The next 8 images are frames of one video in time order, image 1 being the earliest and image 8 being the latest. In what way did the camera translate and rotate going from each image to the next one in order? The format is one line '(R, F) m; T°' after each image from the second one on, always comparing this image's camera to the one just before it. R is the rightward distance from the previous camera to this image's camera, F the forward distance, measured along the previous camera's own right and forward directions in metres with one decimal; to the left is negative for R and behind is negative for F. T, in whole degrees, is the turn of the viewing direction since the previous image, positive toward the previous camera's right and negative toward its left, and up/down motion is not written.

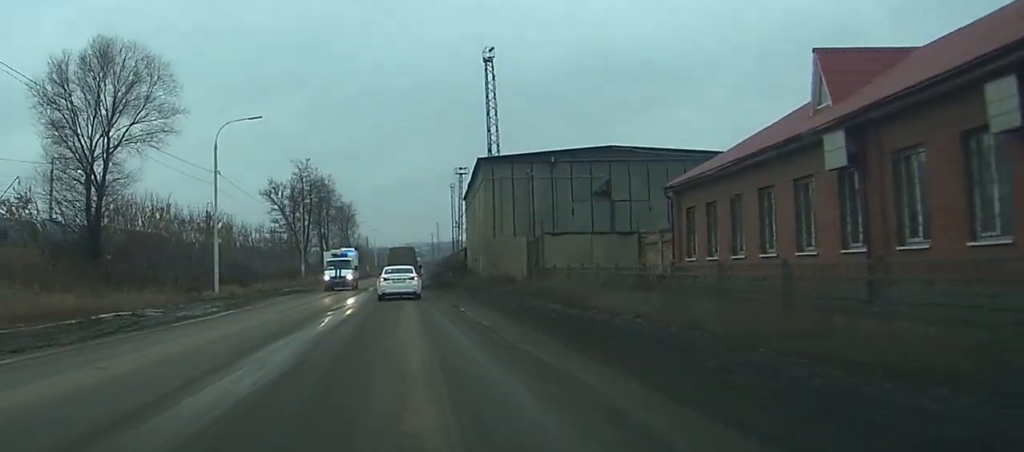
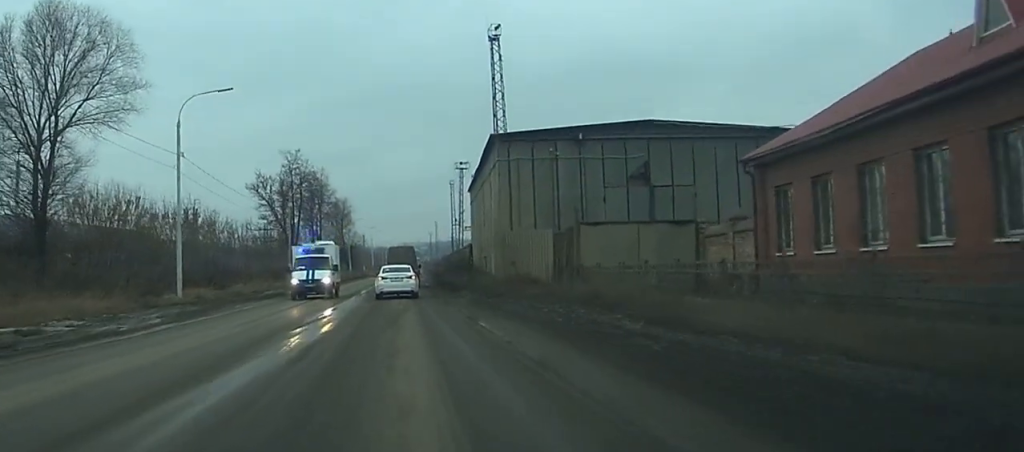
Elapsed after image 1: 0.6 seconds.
(0.0, +7.8) m; 0°
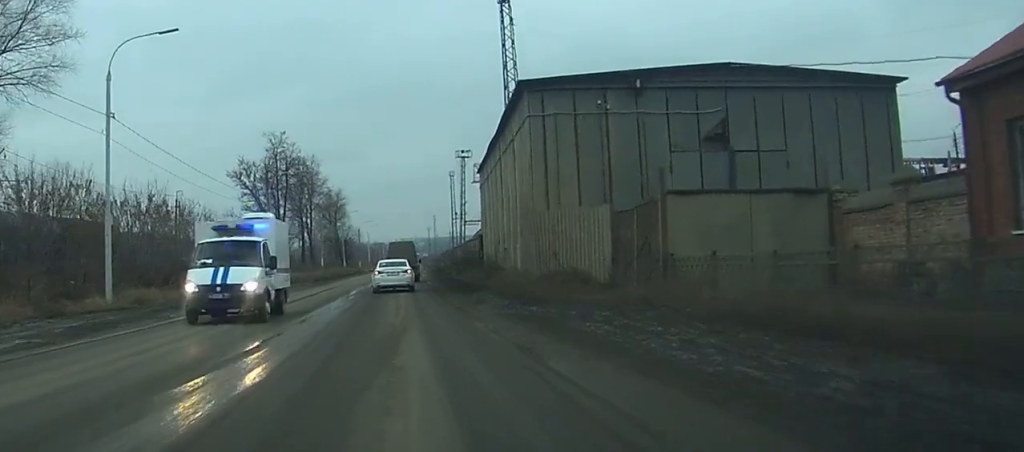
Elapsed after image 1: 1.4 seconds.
(+0.1, +9.9) m; +1°
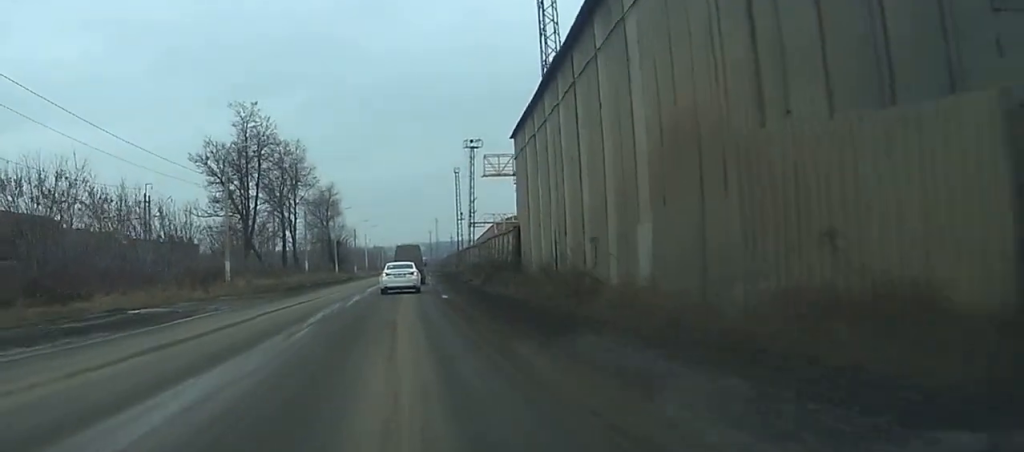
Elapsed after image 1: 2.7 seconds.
(+0.2, +17.0) m; +1°
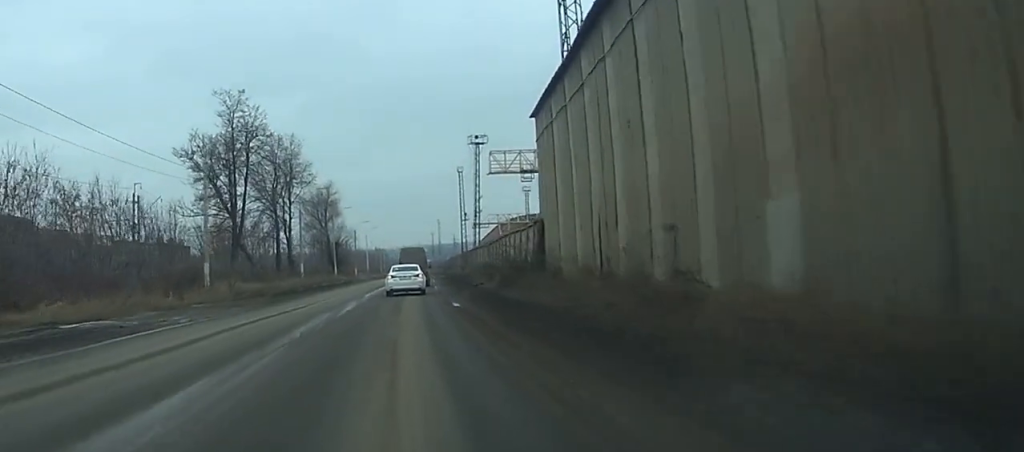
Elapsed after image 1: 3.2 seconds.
(0.0, +5.9) m; 0°
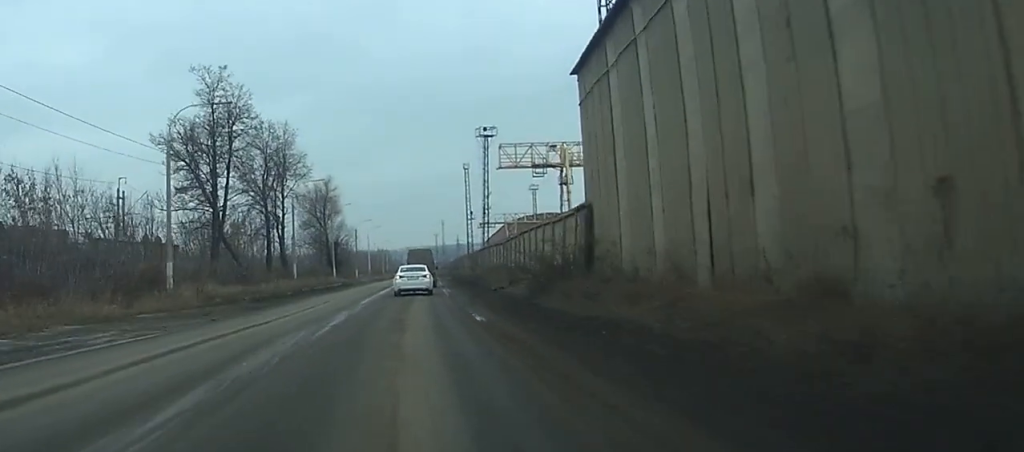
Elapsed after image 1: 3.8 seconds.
(0.0, +7.6) m; 0°
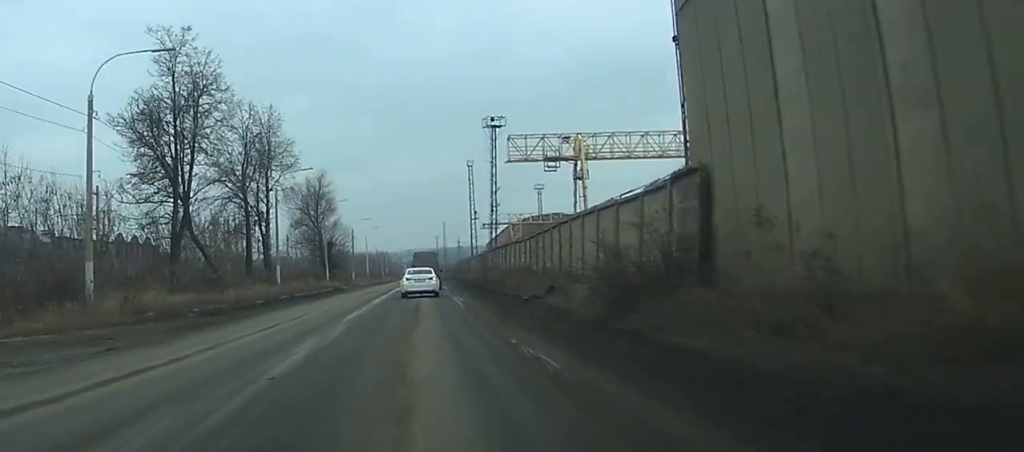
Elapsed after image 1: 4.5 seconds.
(0.0, +9.4) m; 0°
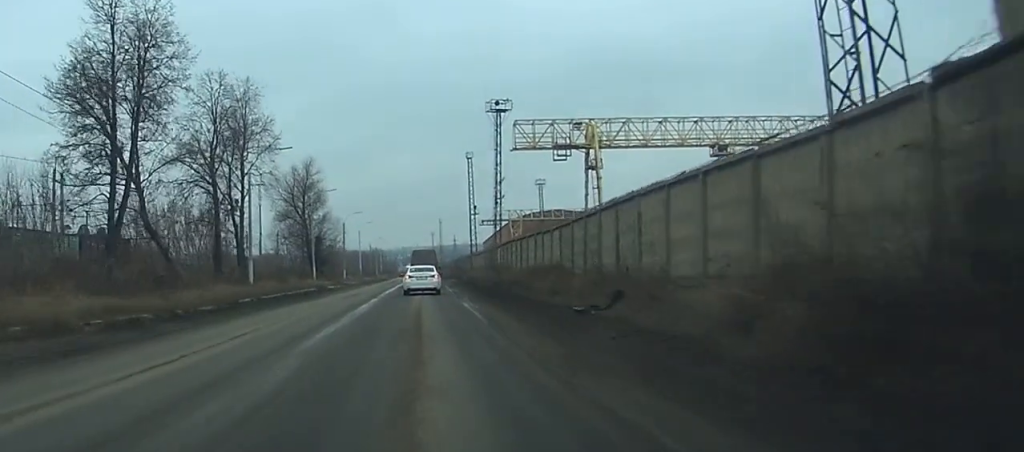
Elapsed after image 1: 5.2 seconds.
(0.0, +9.0) m; 0°
